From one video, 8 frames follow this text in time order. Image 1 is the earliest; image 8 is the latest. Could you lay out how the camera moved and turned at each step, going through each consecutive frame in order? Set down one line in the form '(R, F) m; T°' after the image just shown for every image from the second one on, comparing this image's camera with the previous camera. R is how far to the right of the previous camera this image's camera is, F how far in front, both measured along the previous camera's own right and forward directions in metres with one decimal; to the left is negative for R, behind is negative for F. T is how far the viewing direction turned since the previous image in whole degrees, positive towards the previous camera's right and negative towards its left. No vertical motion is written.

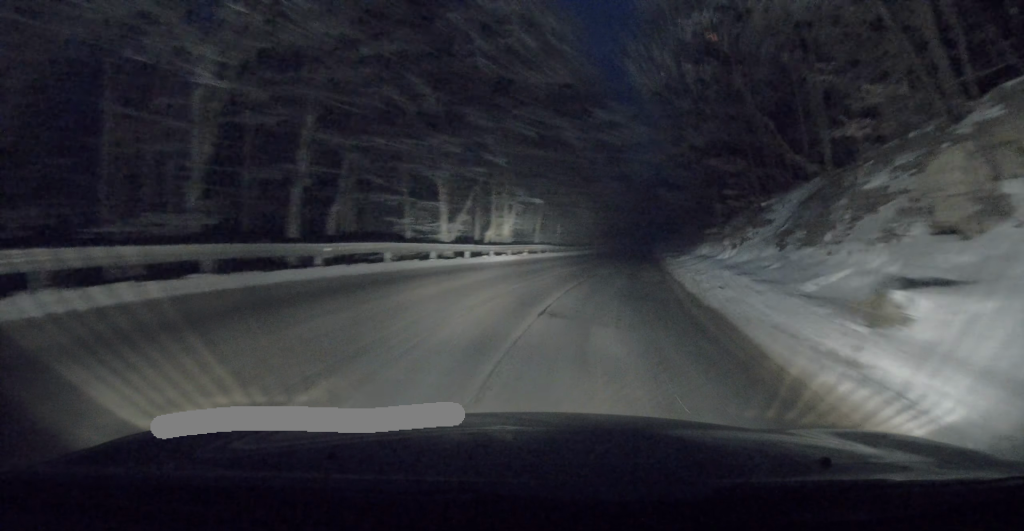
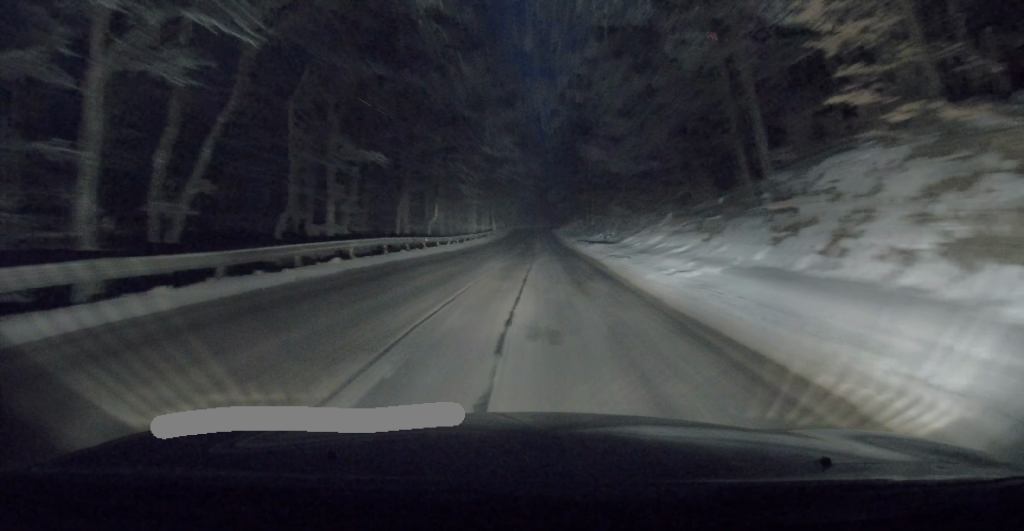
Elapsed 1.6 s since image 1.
(+3.0, +18.8) m; +11°
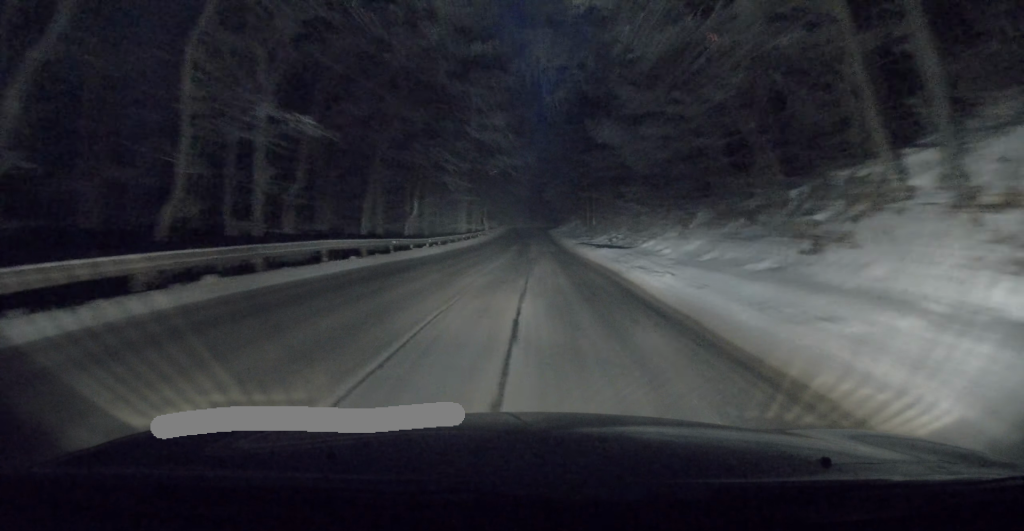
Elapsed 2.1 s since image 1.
(-0.1, +7.0) m; -1°
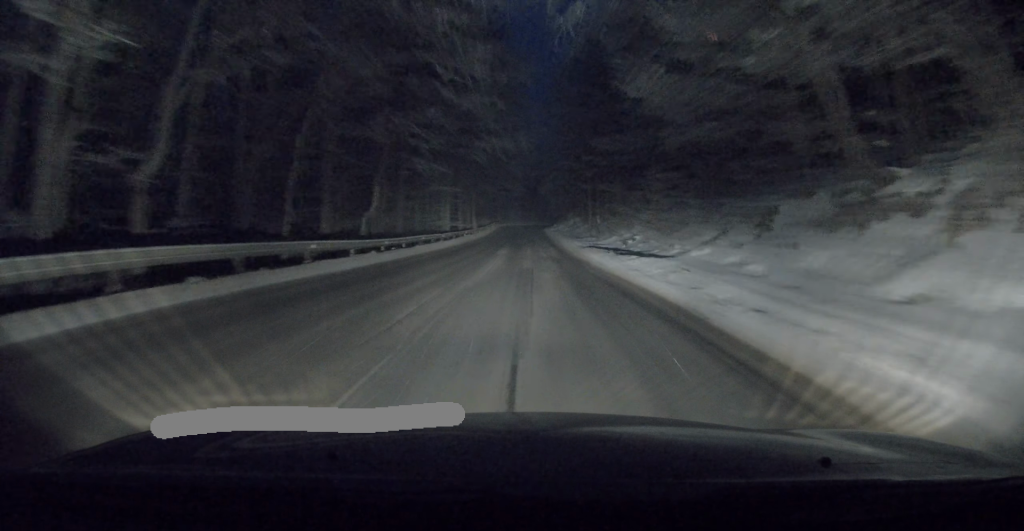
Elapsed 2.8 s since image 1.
(-0.1, +9.4) m; -2°
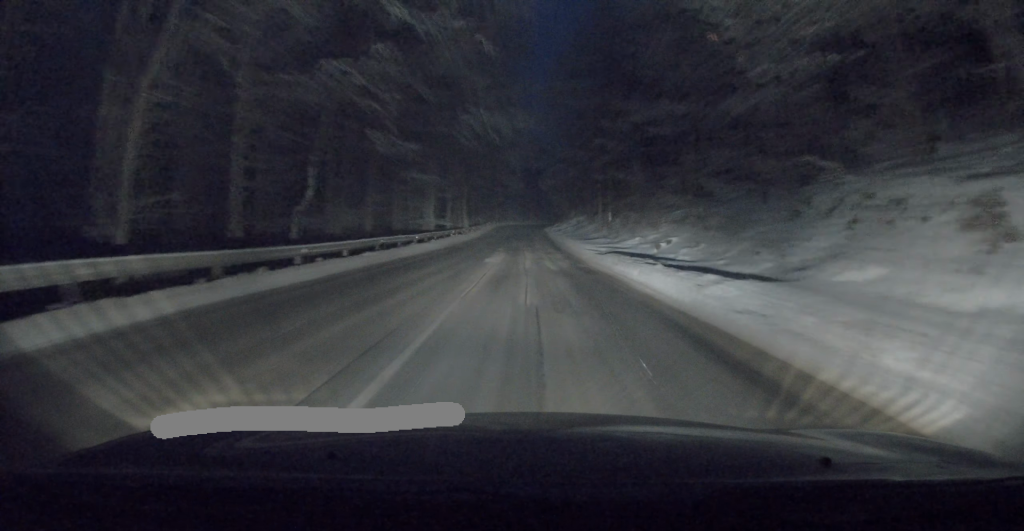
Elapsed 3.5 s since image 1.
(-0.1, +9.1) m; -2°
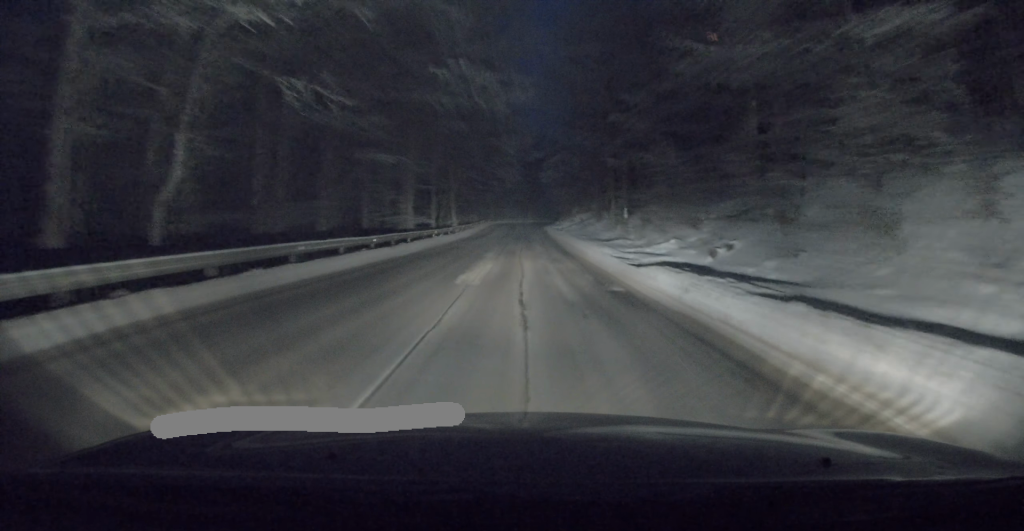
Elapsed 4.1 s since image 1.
(-0.2, +8.3) m; -1°
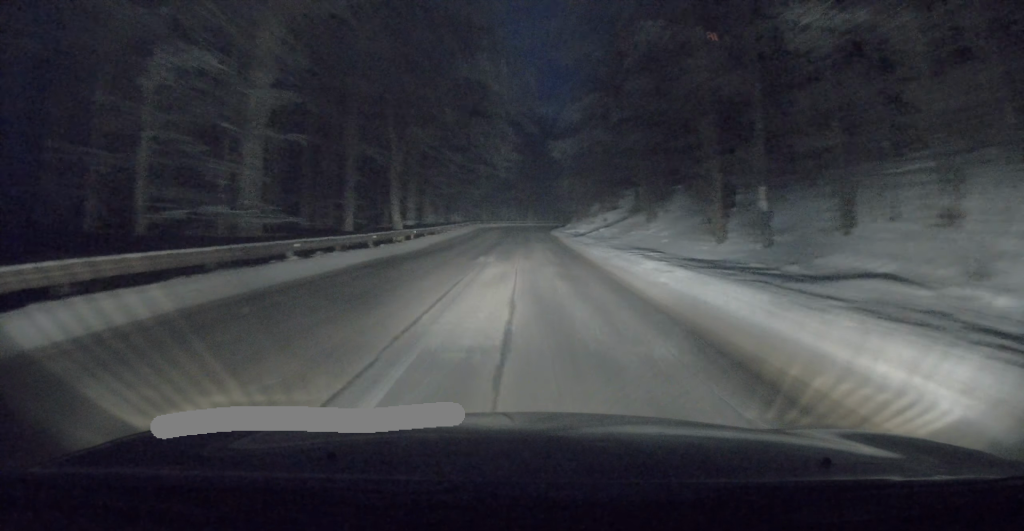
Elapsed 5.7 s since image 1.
(-0.1, +23.3) m; 0°
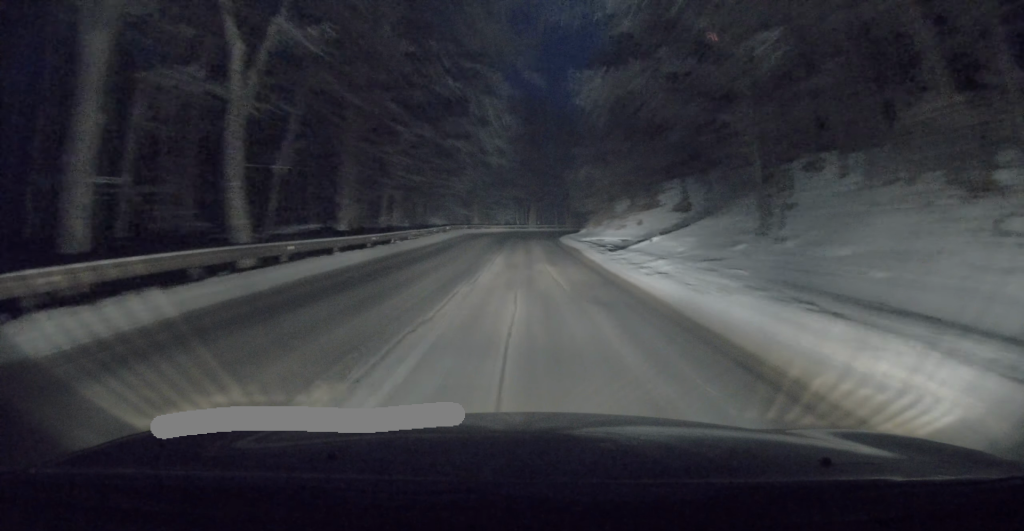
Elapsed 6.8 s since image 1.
(0.0, +16.0) m; 0°
